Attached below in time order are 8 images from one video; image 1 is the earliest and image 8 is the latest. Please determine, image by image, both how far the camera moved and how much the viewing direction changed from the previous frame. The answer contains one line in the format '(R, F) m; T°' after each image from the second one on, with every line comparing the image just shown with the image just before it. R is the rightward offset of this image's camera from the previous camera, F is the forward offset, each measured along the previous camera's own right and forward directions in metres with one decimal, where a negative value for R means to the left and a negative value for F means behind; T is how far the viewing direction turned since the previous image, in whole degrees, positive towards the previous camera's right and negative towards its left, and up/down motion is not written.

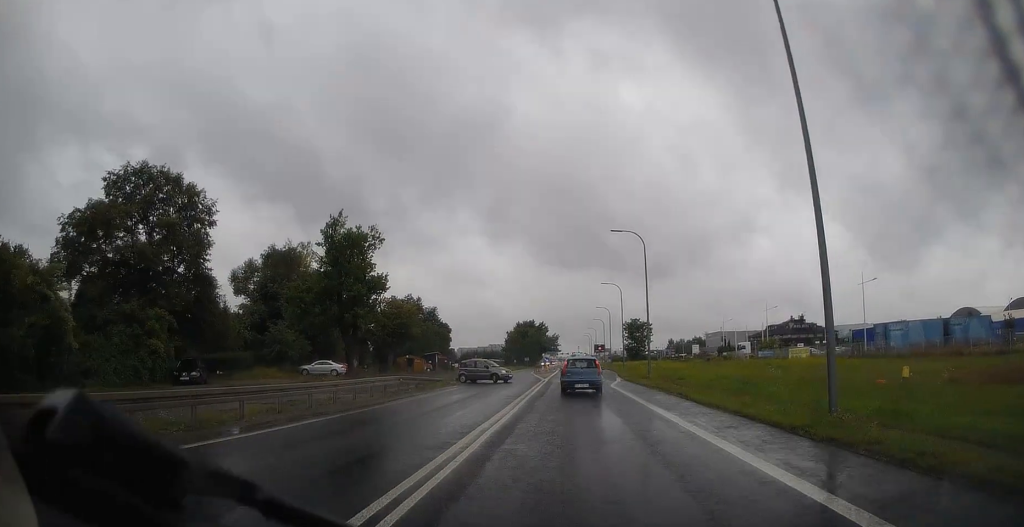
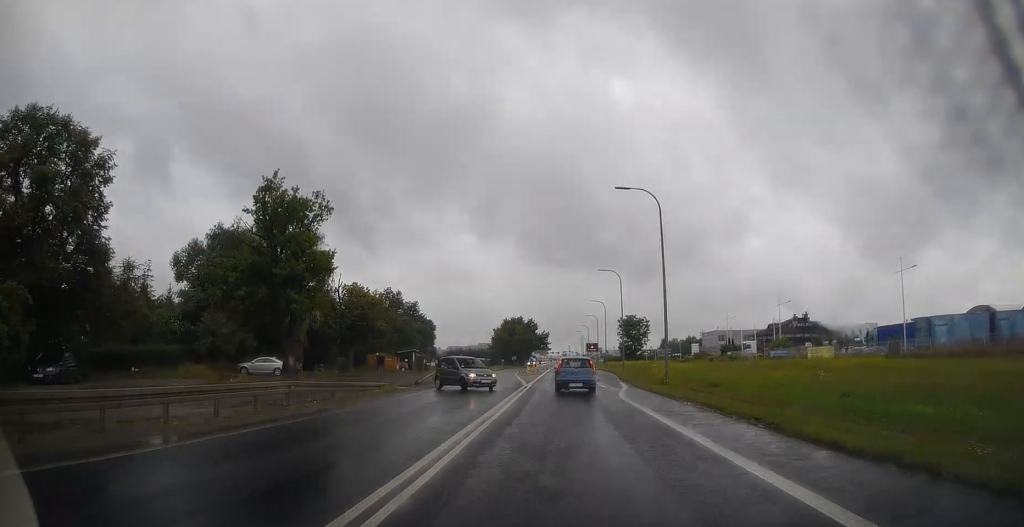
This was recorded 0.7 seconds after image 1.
(0.0, +10.5) m; 0°
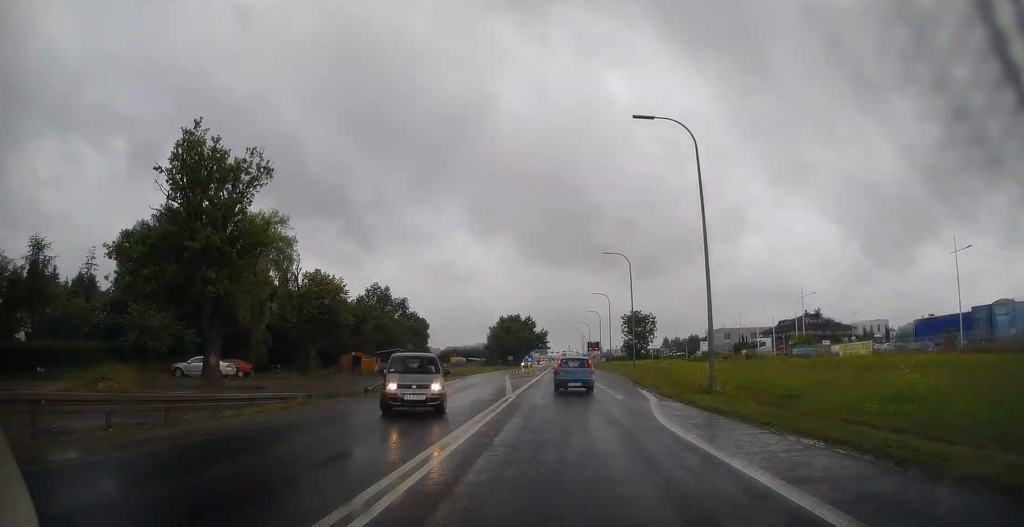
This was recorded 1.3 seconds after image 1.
(-0.2, +9.5) m; 0°
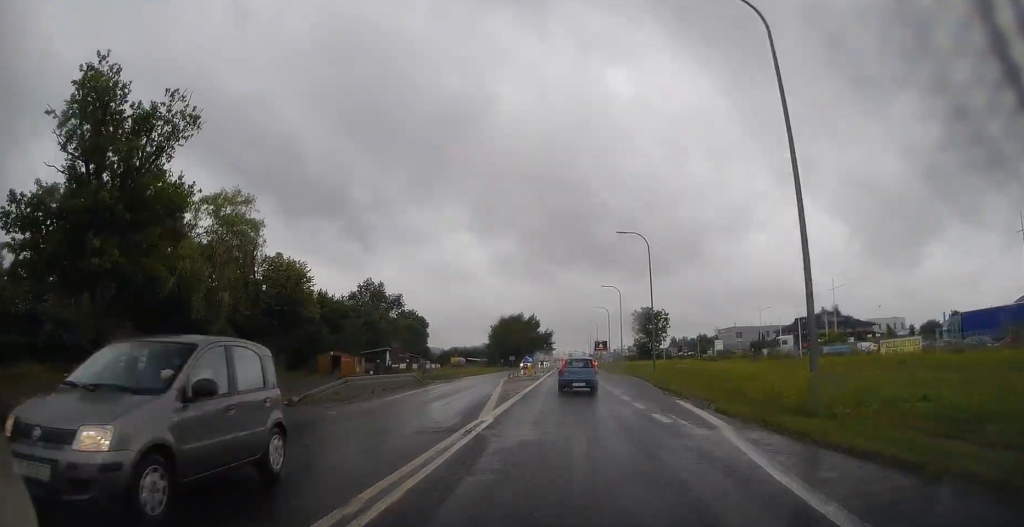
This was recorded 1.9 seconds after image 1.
(+0.2, +8.6) m; 0°
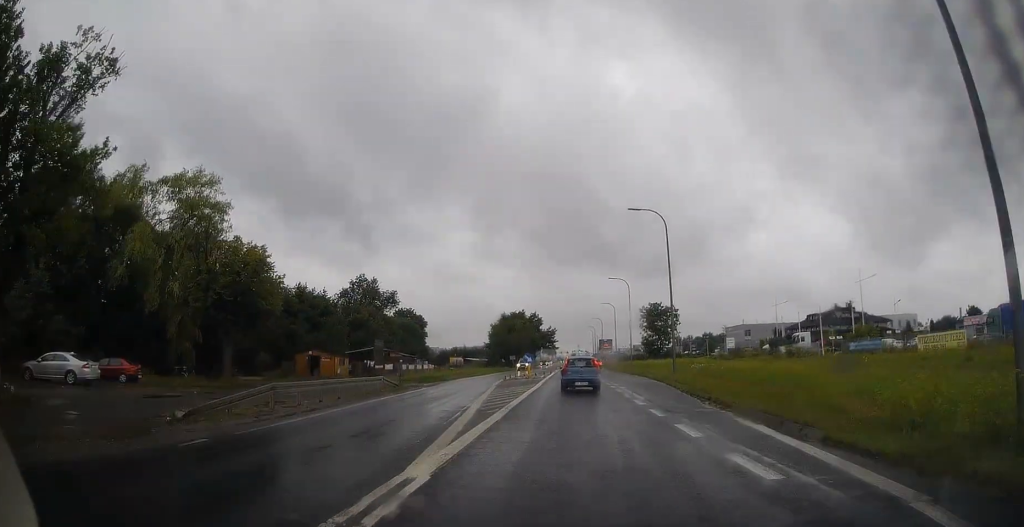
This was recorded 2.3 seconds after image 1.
(+0.1, +6.6) m; 0°
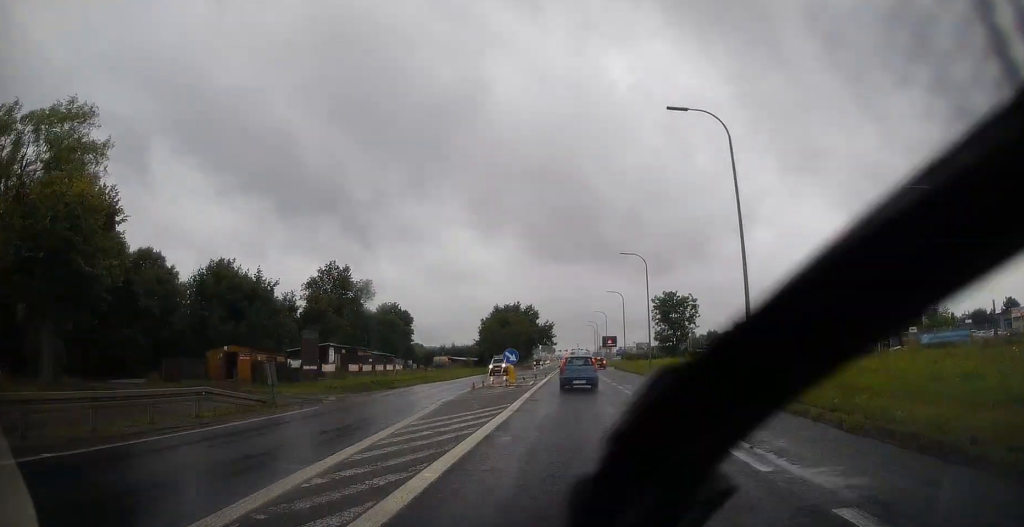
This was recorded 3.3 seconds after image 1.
(-0.4, +15.4) m; -1°
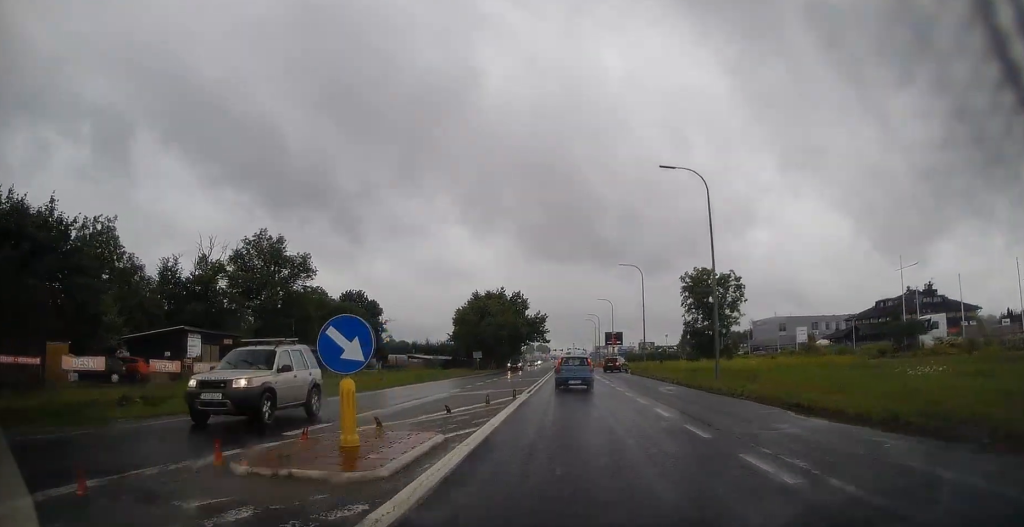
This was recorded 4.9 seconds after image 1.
(+0.3, +24.6) m; +1°
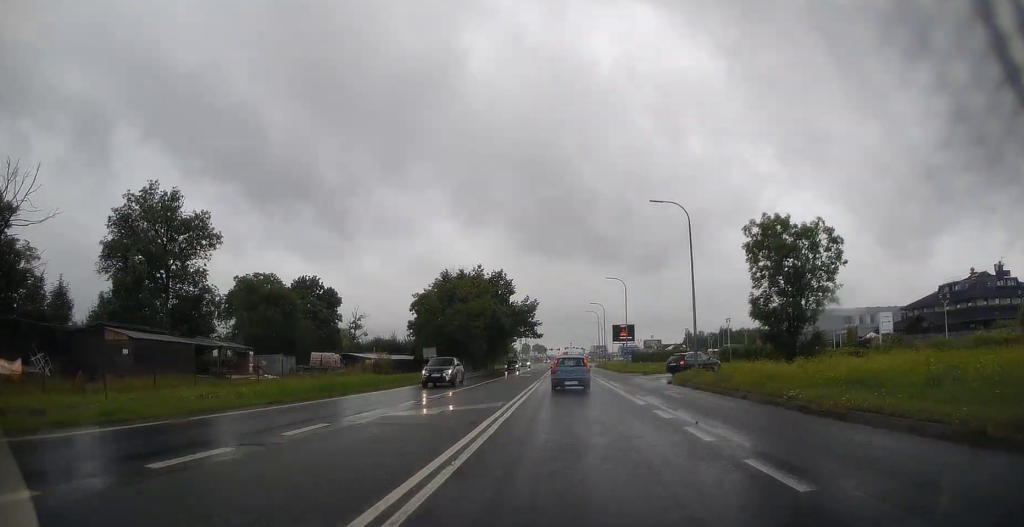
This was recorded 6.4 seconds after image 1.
(+0.1, +24.3) m; +1°
